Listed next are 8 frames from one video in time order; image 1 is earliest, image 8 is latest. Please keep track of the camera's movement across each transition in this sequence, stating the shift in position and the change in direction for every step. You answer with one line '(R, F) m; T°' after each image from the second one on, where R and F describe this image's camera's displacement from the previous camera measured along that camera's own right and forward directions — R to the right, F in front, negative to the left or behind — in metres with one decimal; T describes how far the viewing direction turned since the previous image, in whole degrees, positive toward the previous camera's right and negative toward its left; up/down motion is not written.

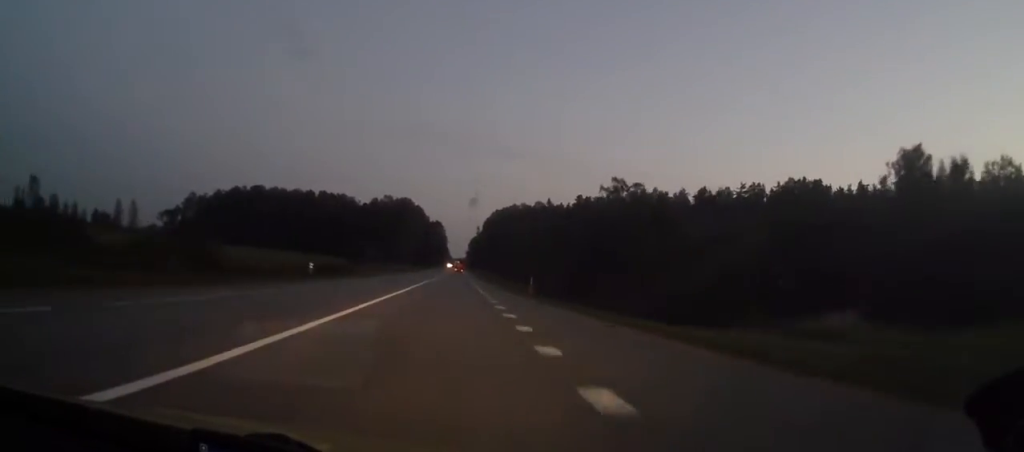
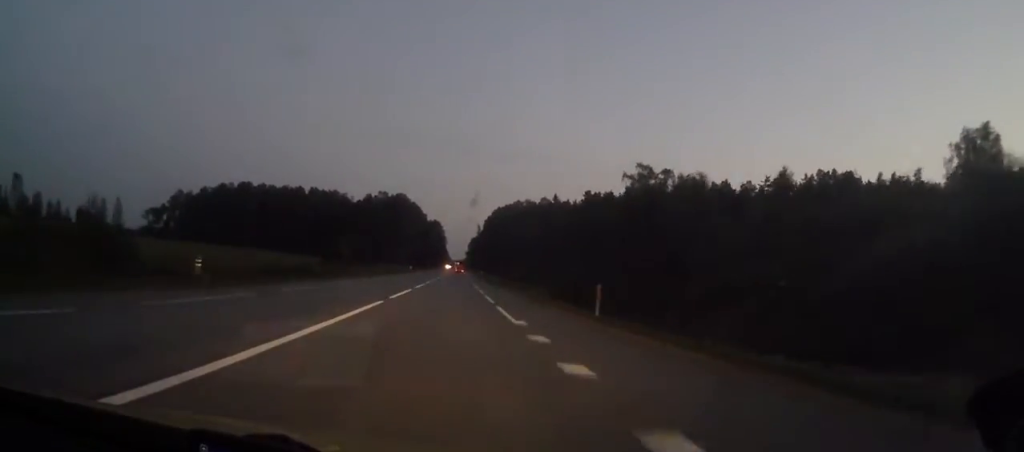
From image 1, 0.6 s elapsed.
(0.0, +18.1) m; 0°
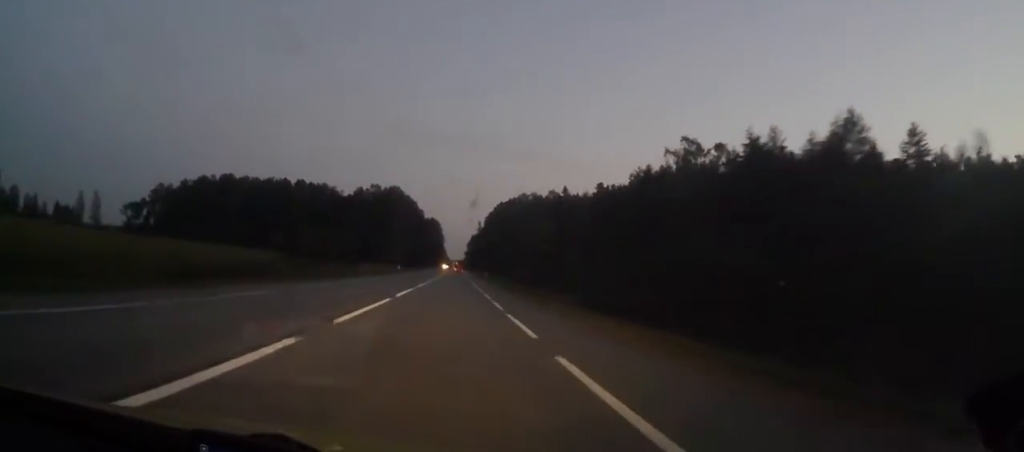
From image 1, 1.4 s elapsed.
(+0.1, +22.8) m; 0°
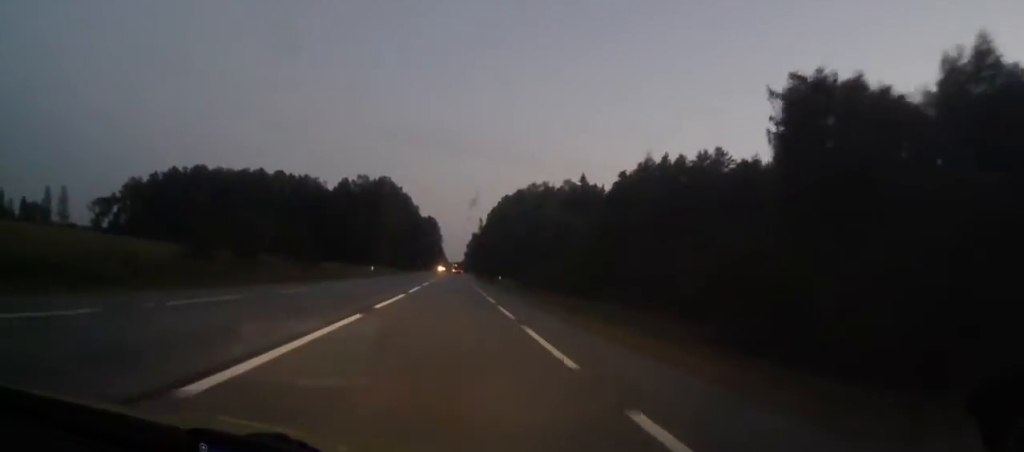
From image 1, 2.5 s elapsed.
(-0.2, +31.2) m; 0°
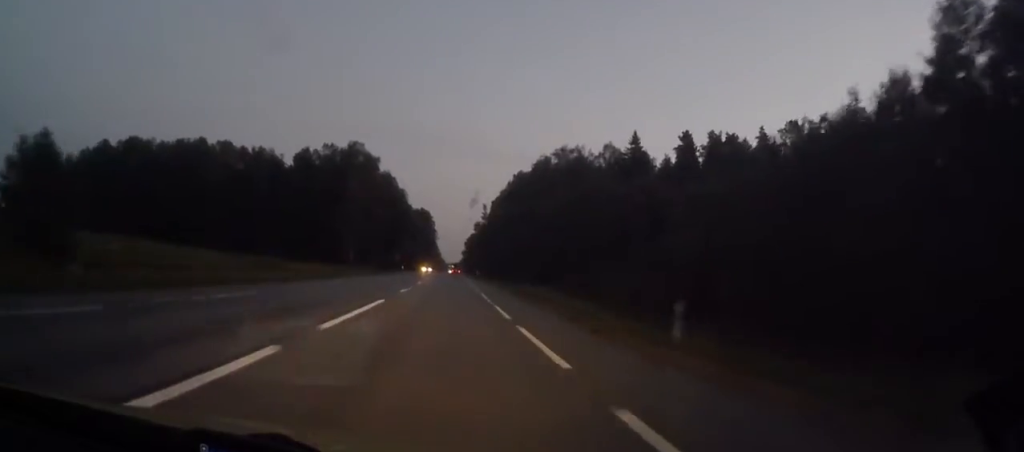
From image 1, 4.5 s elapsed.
(-0.1, +54.5) m; 0°
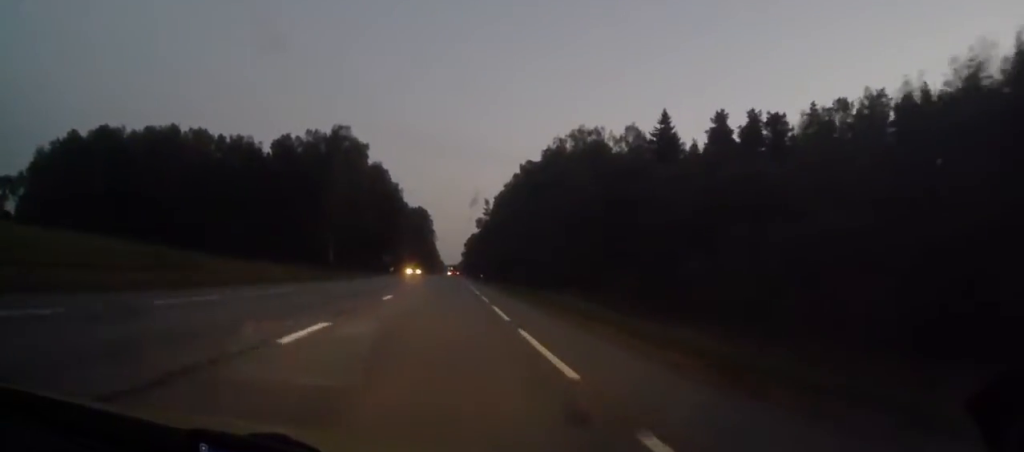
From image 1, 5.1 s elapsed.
(0.0, +18.6) m; 0°
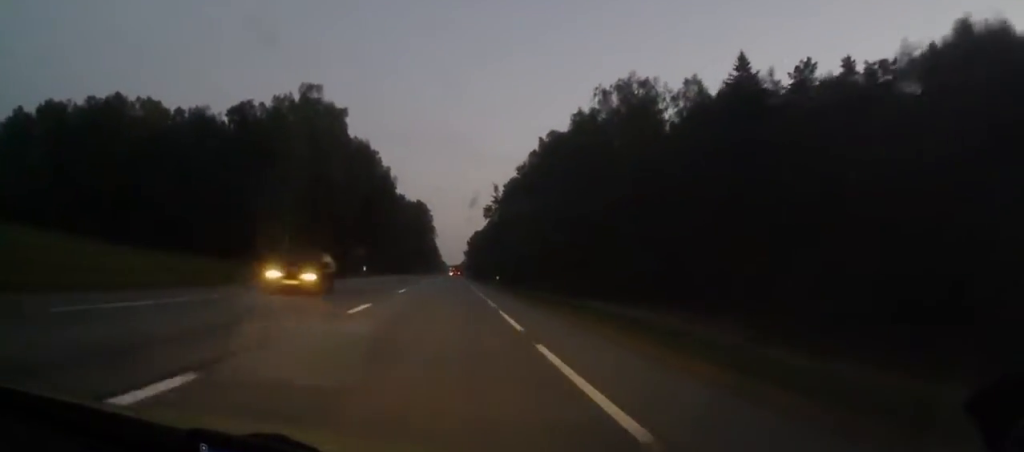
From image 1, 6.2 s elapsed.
(+0.3, +29.8) m; 0°
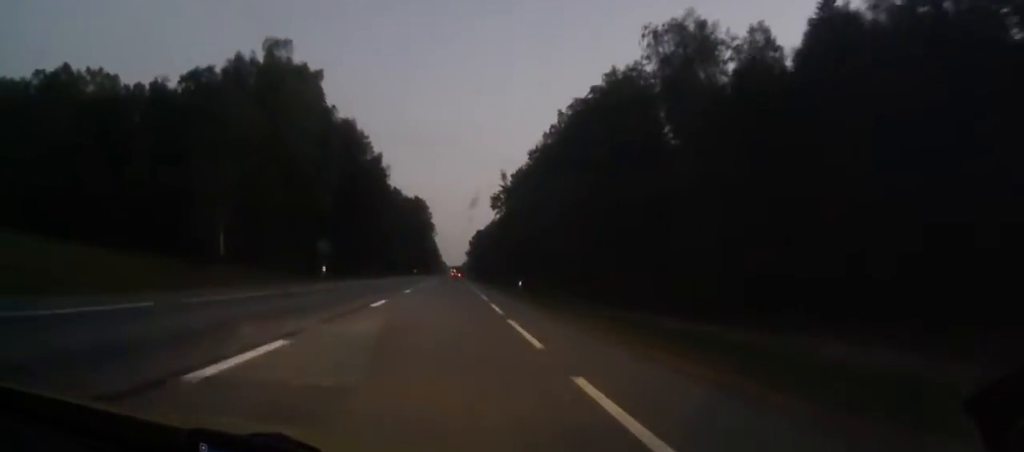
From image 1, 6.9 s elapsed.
(-0.2, +20.7) m; 0°
